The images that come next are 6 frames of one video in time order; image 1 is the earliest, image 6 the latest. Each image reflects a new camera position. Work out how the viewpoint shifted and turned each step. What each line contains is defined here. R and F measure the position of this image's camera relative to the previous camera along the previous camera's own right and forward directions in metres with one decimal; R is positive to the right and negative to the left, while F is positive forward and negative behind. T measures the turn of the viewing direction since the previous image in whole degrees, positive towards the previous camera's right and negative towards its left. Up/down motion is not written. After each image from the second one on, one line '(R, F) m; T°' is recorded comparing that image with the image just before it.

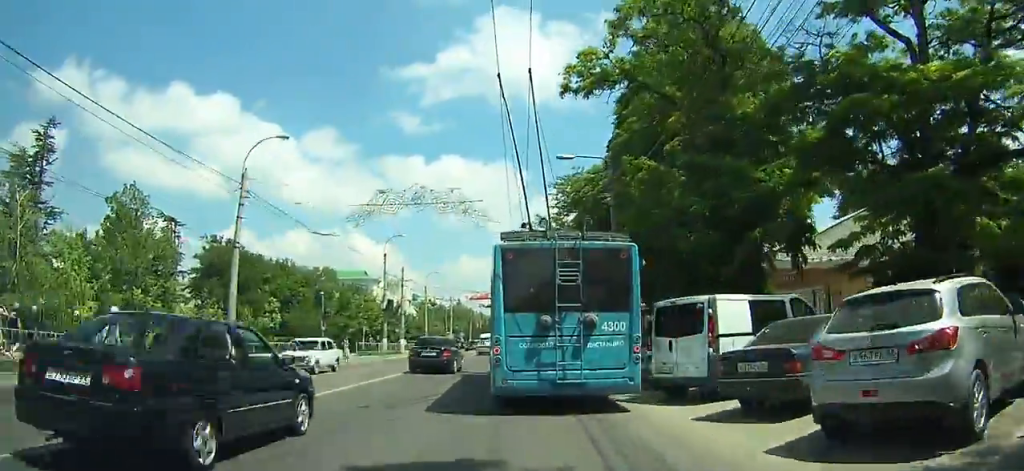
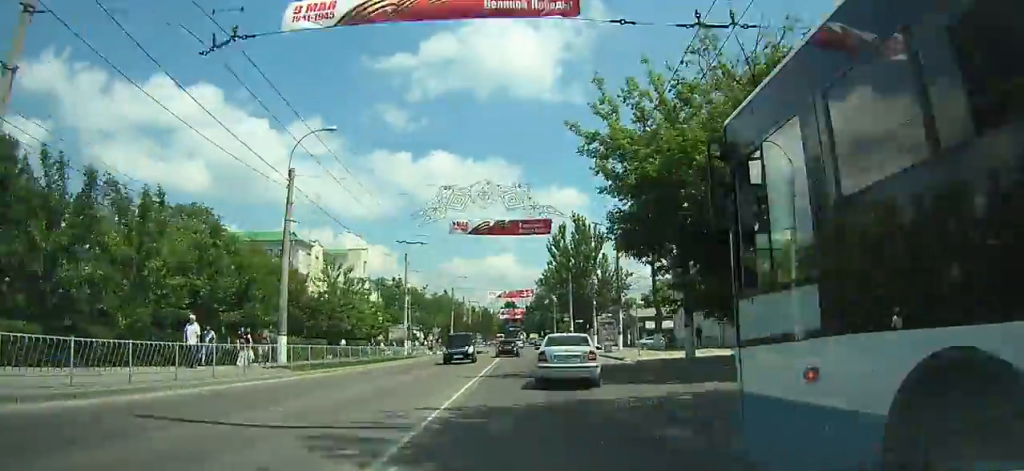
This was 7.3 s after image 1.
(+4.3, +54.3) m; +9°
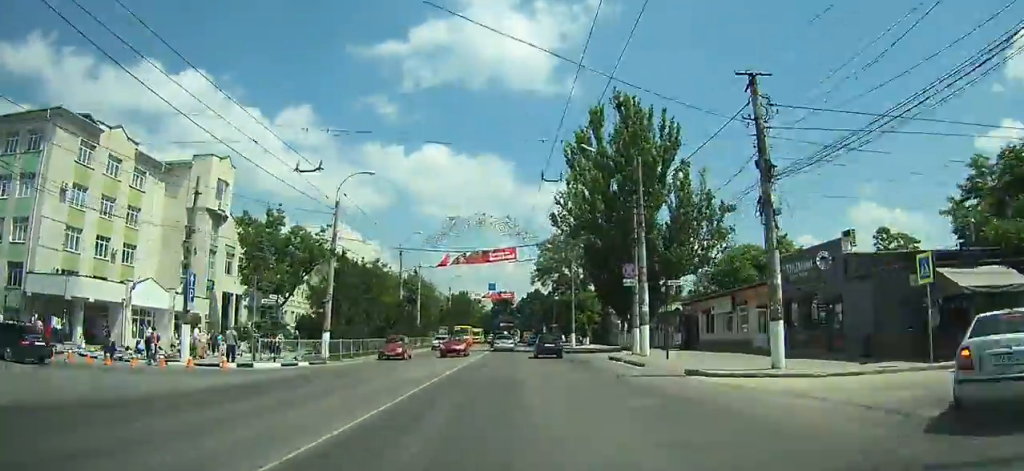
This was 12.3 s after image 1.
(-1.5, +50.4) m; -3°
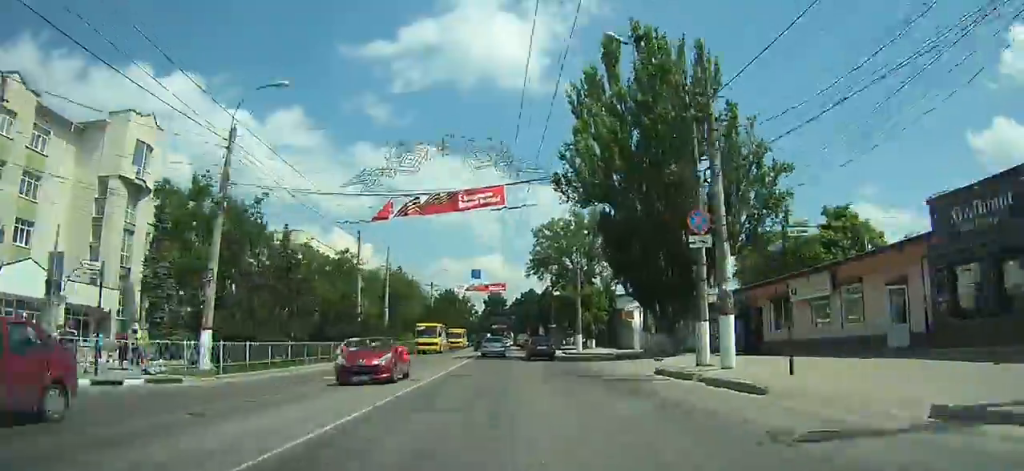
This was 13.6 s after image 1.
(0.0, +13.3) m; -1°
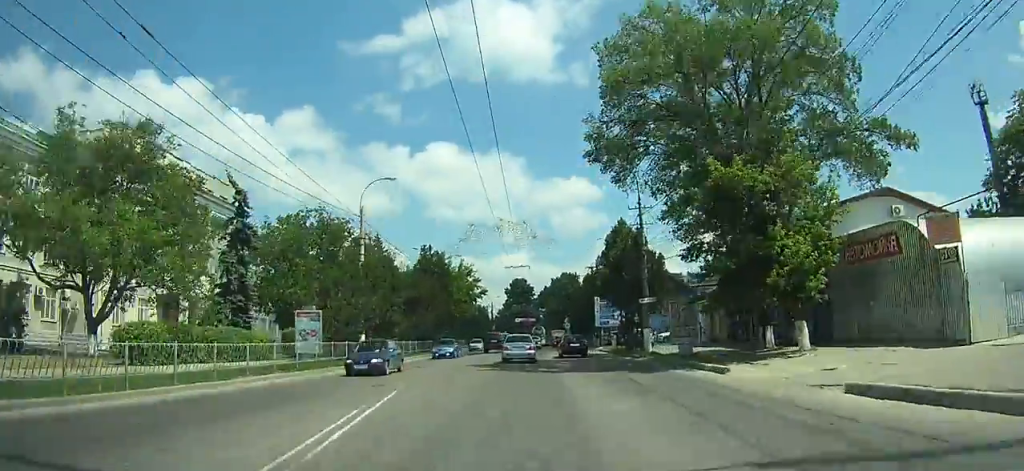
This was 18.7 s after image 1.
(-1.6, +48.1) m; -1°
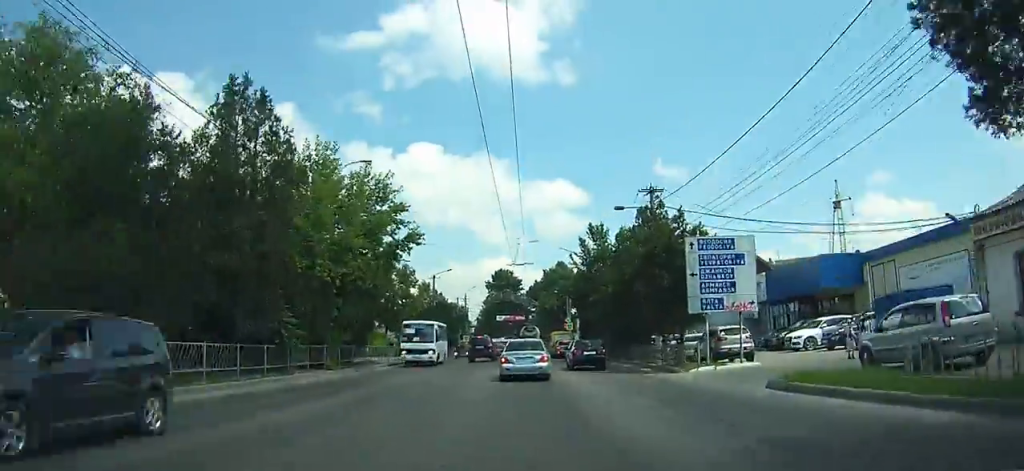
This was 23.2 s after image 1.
(+1.0, +31.9) m; +2°
